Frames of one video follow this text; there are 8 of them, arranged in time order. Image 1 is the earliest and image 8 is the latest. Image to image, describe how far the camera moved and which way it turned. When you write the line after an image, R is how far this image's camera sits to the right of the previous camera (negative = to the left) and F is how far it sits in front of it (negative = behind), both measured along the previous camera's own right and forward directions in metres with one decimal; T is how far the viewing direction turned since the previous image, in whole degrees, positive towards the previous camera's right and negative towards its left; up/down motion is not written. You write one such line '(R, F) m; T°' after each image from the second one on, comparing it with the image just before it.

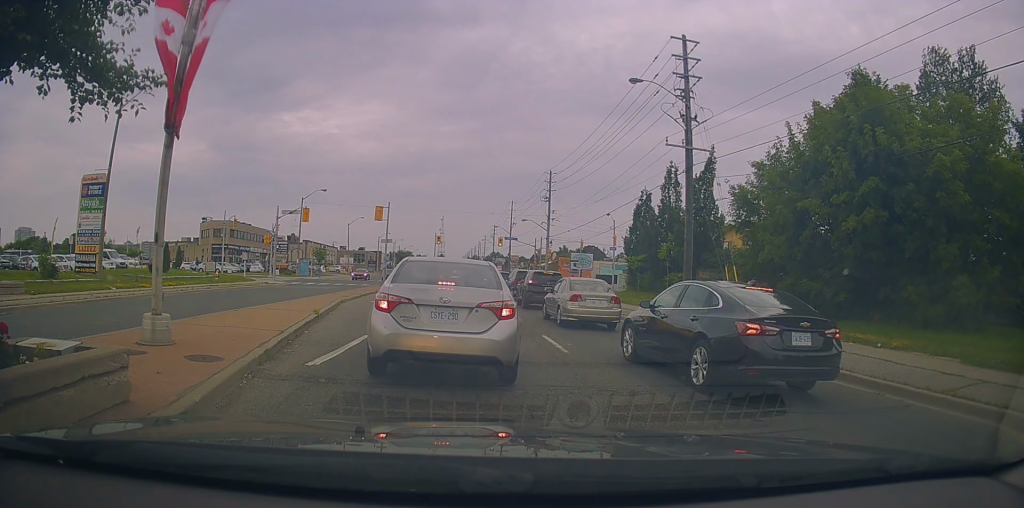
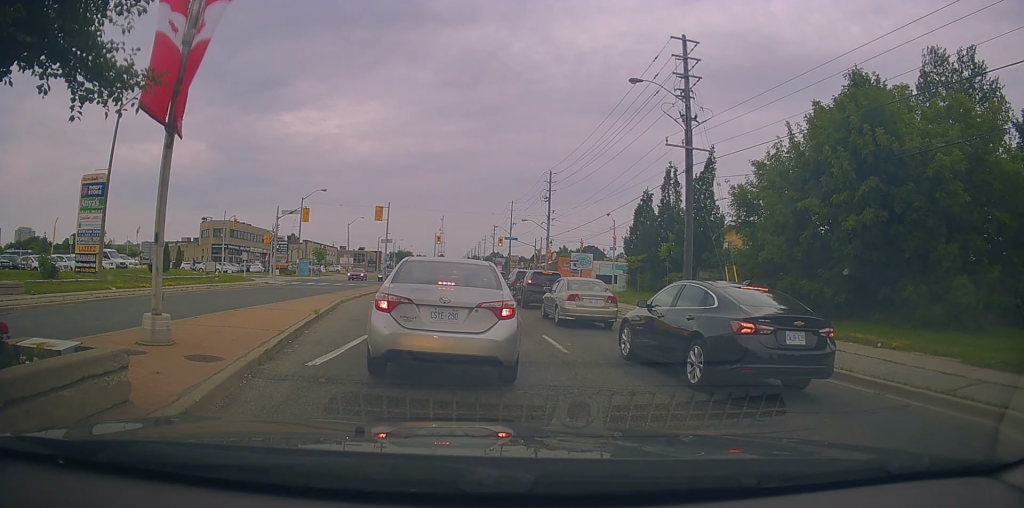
(0.0, 0.0) m; 0°
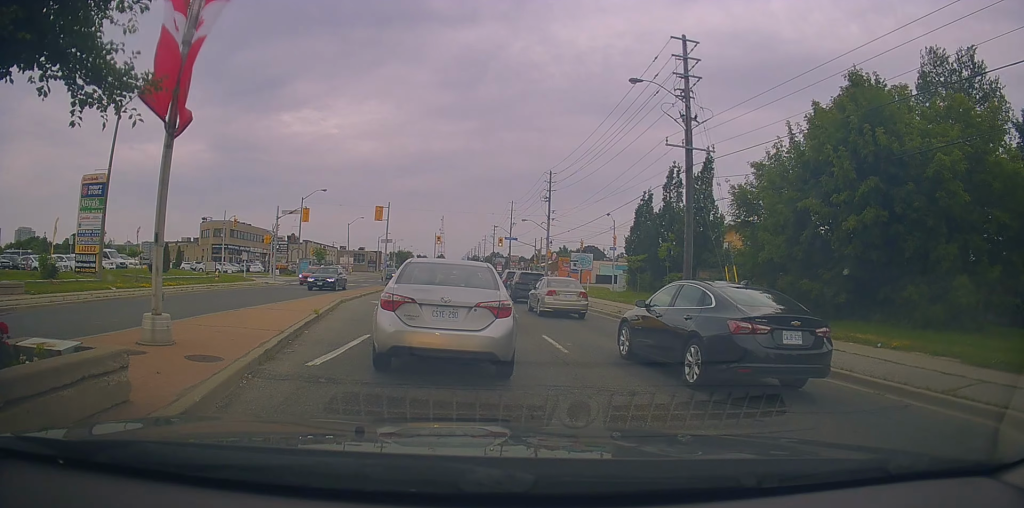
(0.0, 0.0) m; 0°
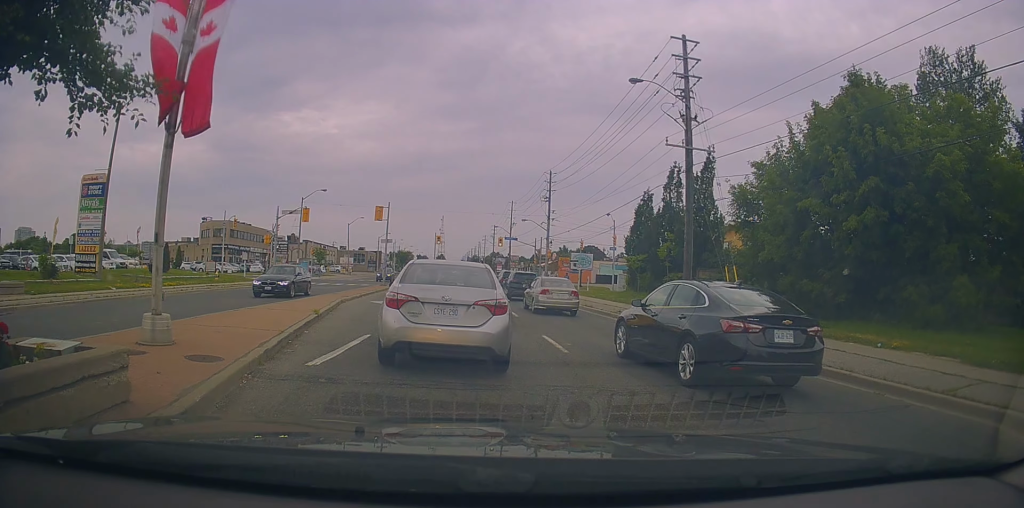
(0.0, 0.0) m; 0°
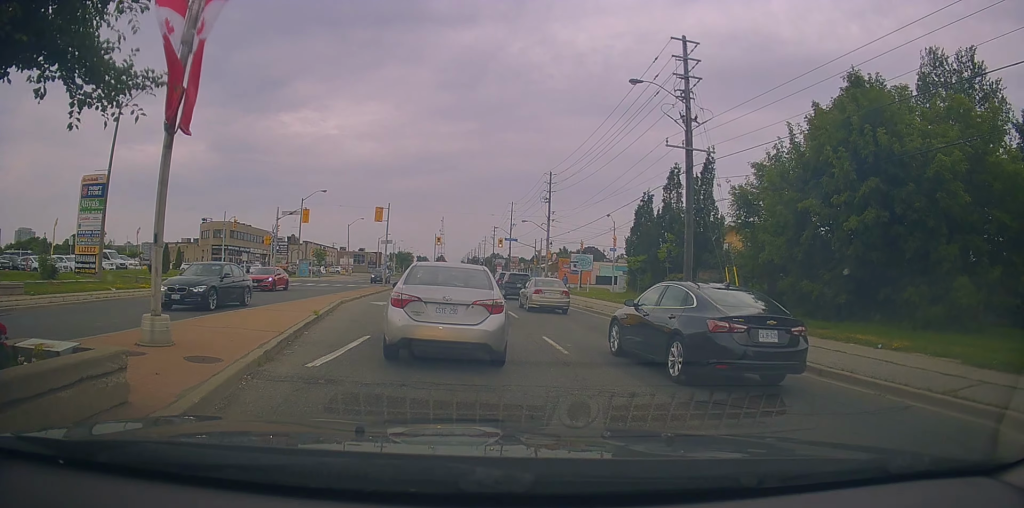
(0.0, 0.0) m; 0°
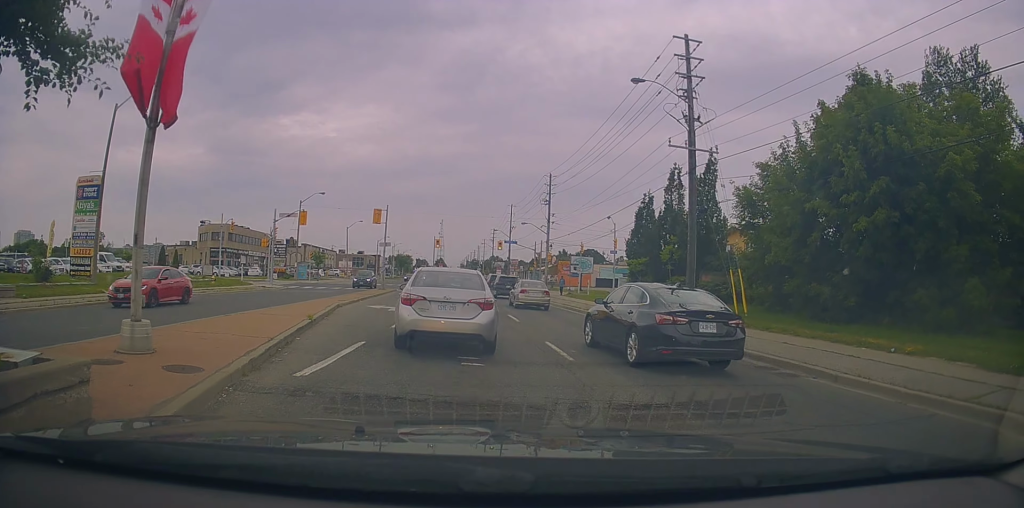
(0.0, +0.1) m; 0°
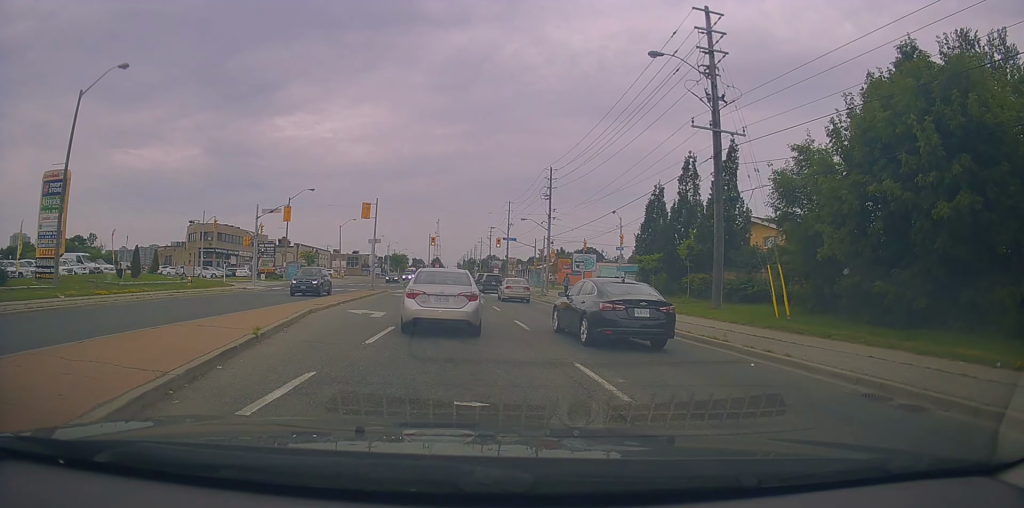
(+0.4, +1.7) m; +6°
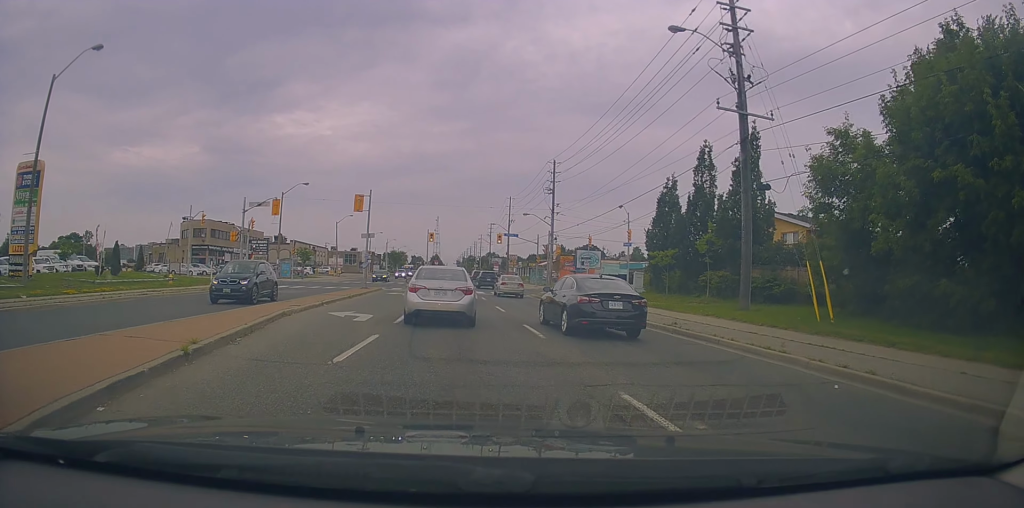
(-0.2, +2.4) m; +3°
